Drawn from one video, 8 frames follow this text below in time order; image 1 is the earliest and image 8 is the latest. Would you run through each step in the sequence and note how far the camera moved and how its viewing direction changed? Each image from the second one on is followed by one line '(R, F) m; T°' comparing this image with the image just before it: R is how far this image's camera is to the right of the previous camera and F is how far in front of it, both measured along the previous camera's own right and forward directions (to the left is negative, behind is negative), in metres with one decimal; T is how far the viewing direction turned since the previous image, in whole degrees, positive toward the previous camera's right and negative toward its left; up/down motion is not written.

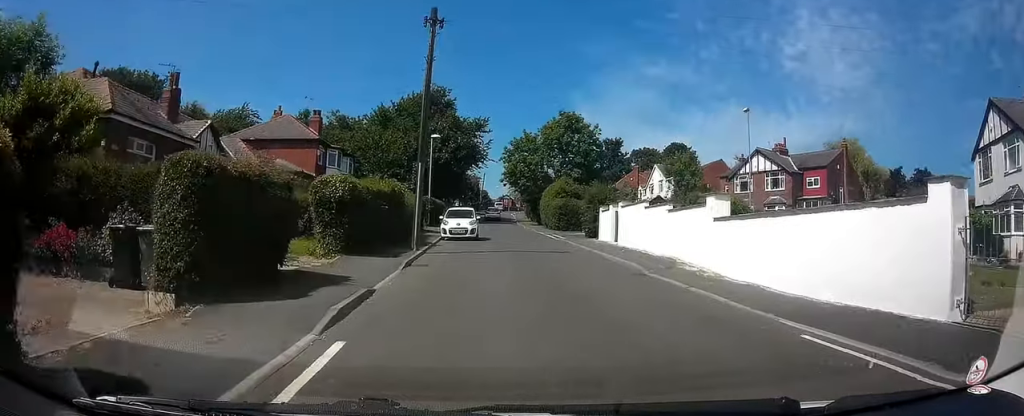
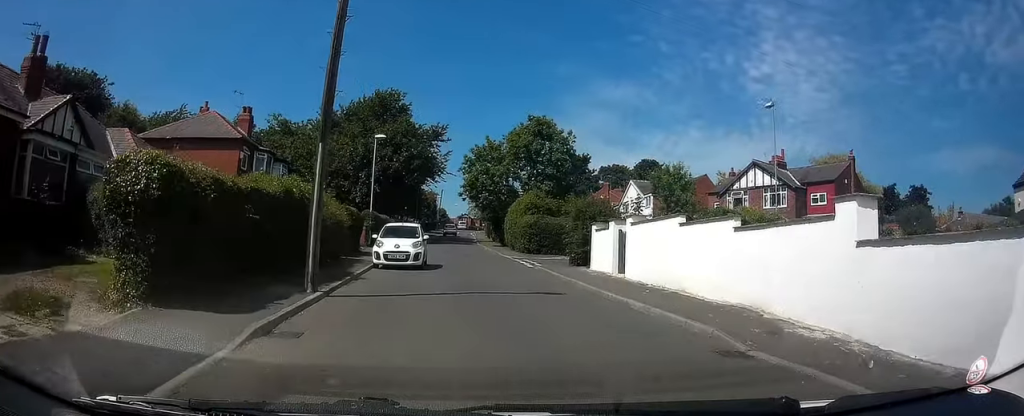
(-0.1, +8.2) m; -1°
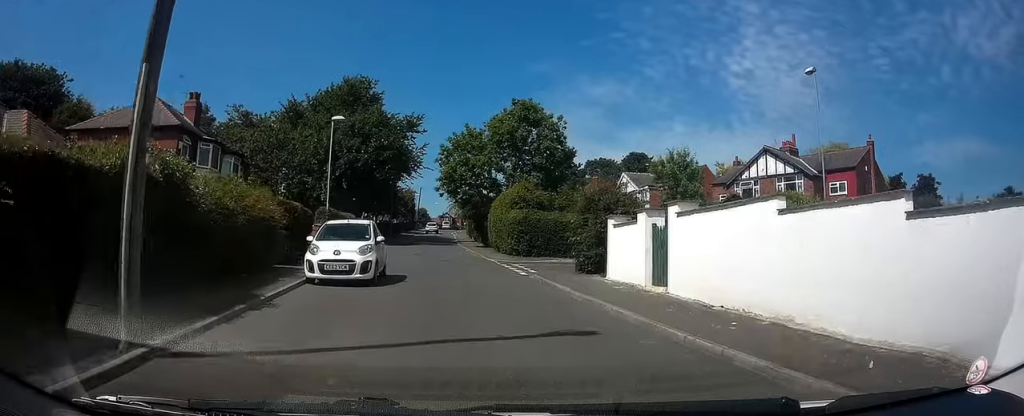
(0.0, +3.7) m; 0°
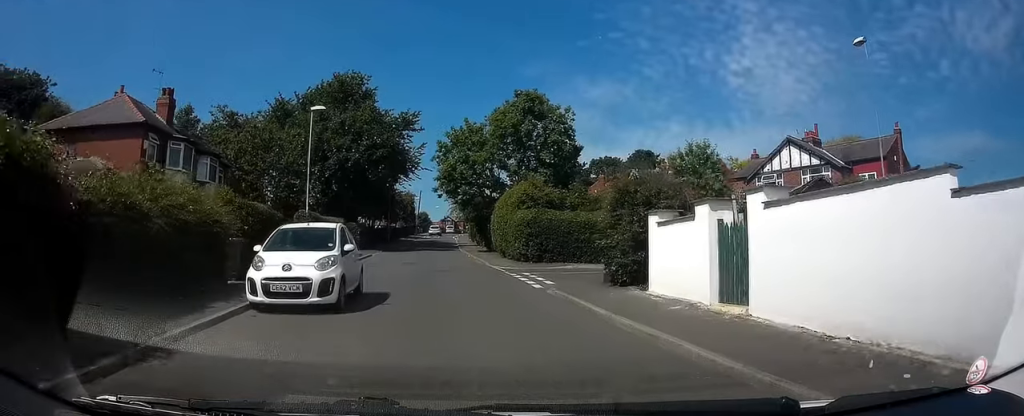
(0.0, +3.3) m; +1°
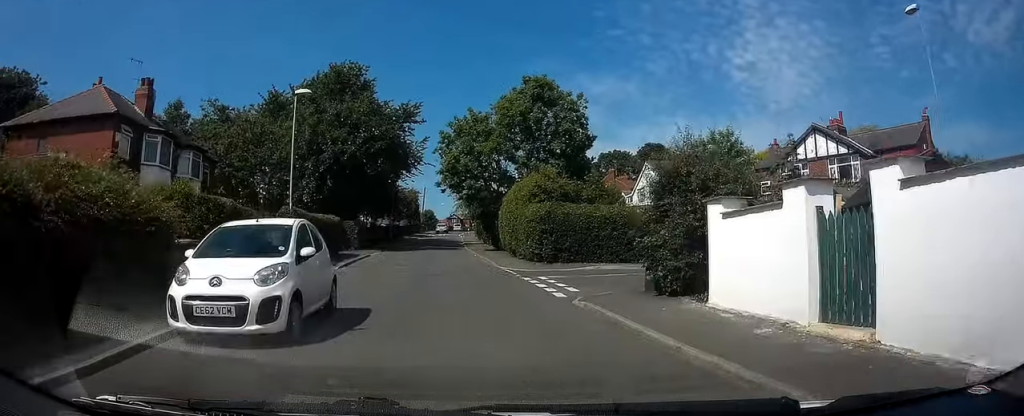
(0.0, +3.2) m; +1°
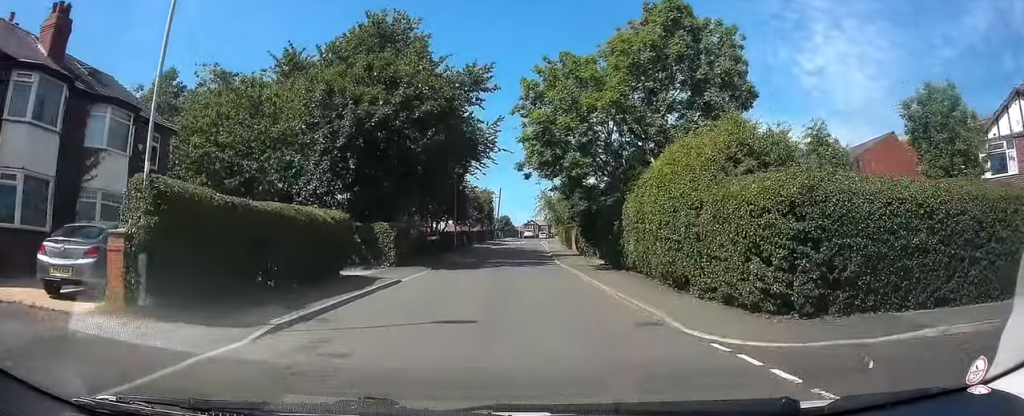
(+0.3, +14.4) m; 0°
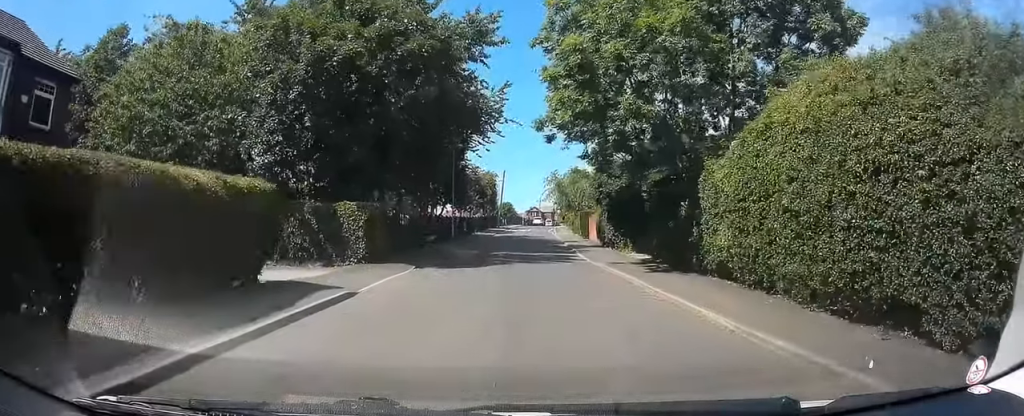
(-0.2, +7.1) m; -3°
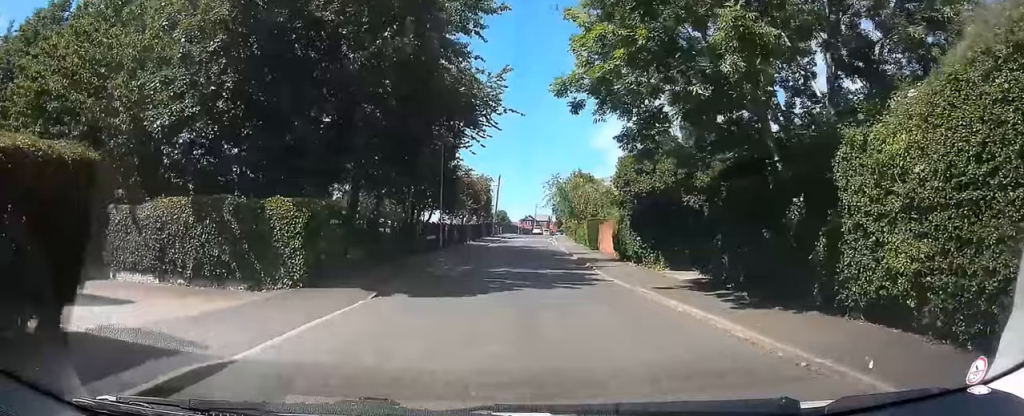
(-0.1, +6.0) m; 0°
